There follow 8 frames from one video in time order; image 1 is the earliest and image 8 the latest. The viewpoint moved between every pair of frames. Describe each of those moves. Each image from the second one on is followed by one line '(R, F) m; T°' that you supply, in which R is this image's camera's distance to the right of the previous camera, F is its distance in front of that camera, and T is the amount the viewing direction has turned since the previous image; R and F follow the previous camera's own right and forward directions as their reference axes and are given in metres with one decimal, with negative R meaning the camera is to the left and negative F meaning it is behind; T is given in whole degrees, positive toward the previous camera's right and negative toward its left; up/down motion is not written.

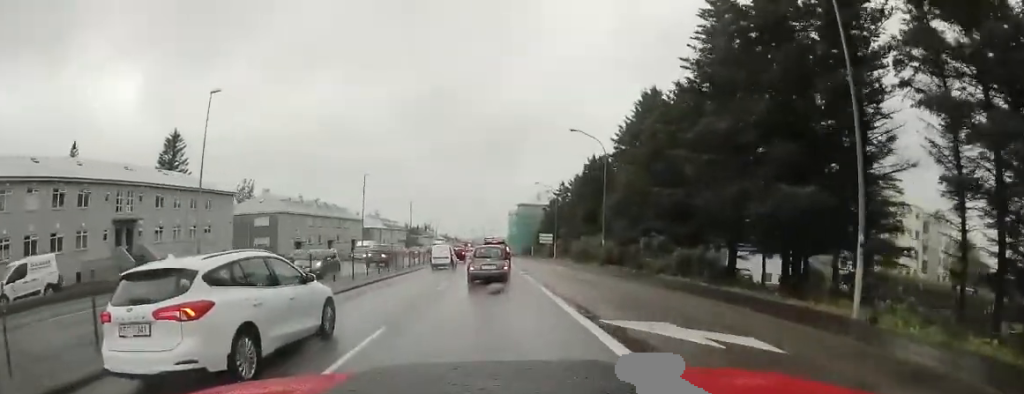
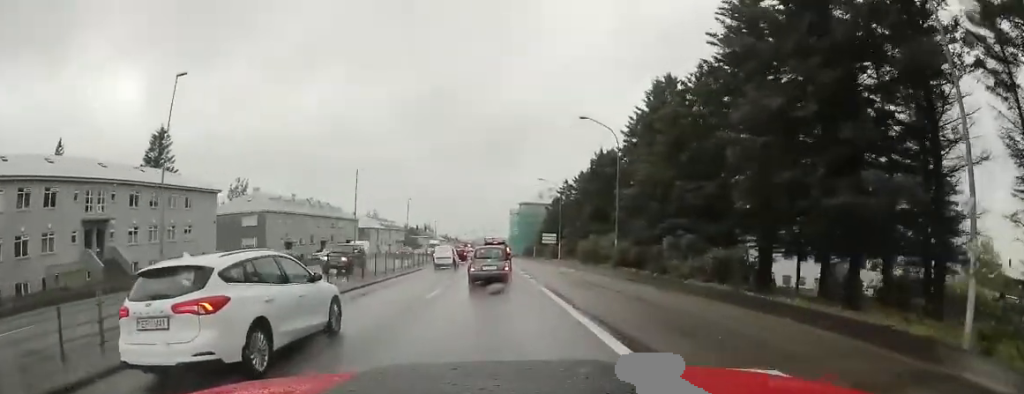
(0.0, +3.6) m; 0°
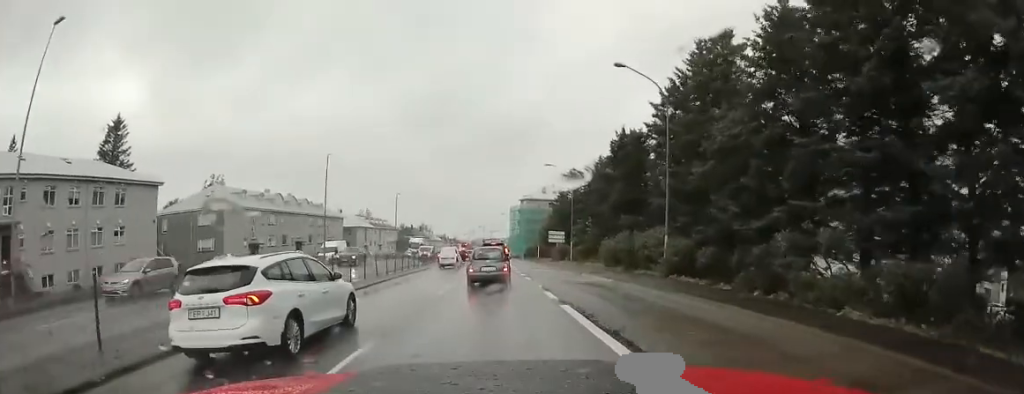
(0.0, +9.5) m; 0°
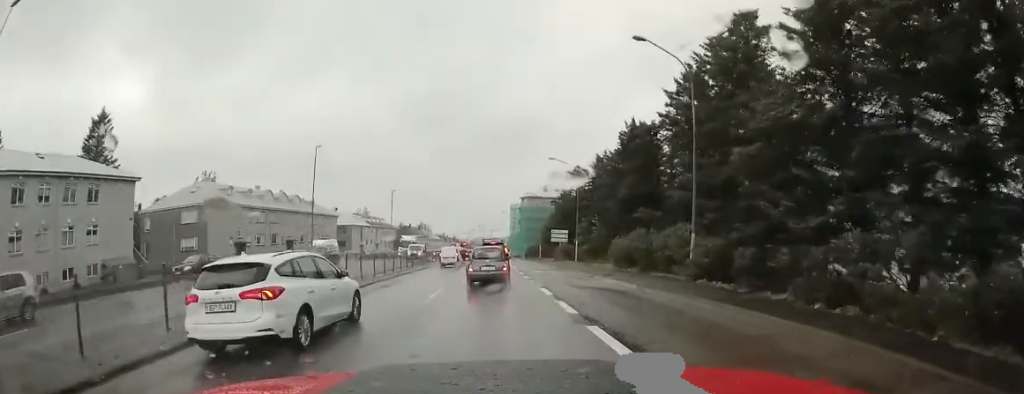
(0.0, +3.0) m; 0°
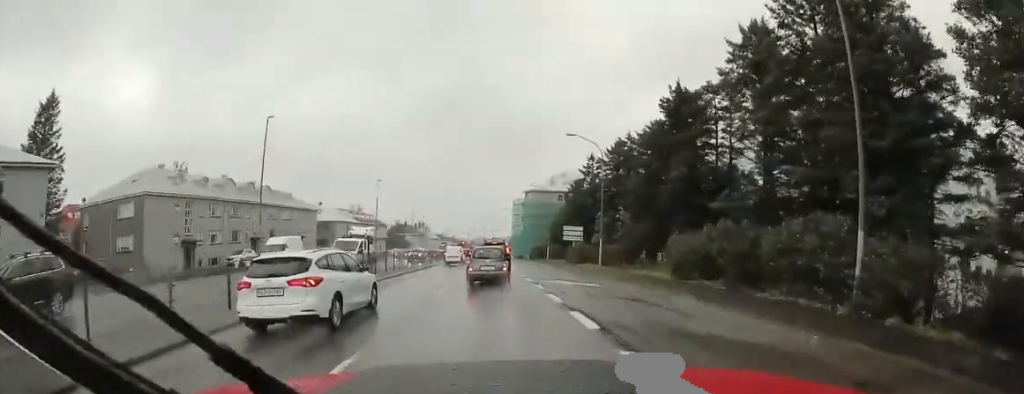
(0.0, +9.6) m; 0°
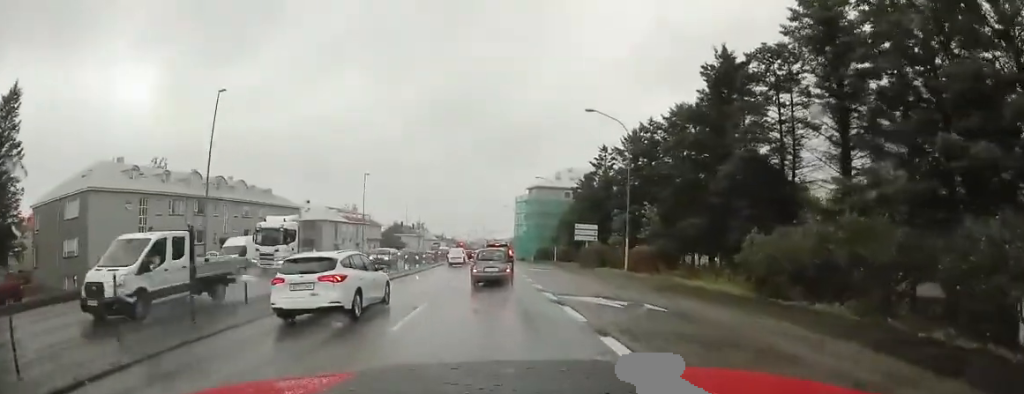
(0.0, +6.7) m; -1°
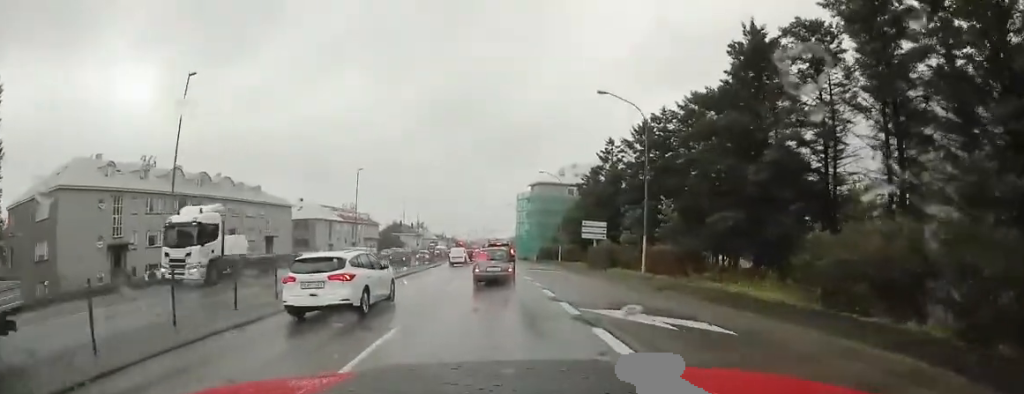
(0.0, +3.1) m; -1°
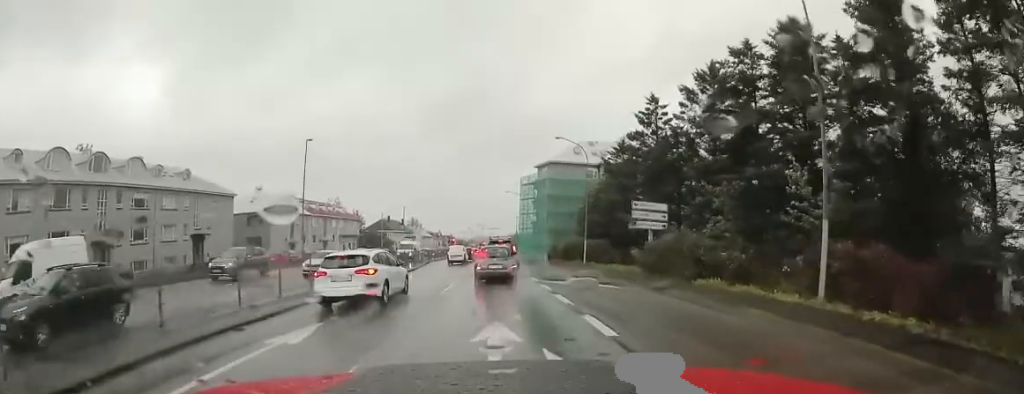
(-0.4, +14.3) m; -2°
